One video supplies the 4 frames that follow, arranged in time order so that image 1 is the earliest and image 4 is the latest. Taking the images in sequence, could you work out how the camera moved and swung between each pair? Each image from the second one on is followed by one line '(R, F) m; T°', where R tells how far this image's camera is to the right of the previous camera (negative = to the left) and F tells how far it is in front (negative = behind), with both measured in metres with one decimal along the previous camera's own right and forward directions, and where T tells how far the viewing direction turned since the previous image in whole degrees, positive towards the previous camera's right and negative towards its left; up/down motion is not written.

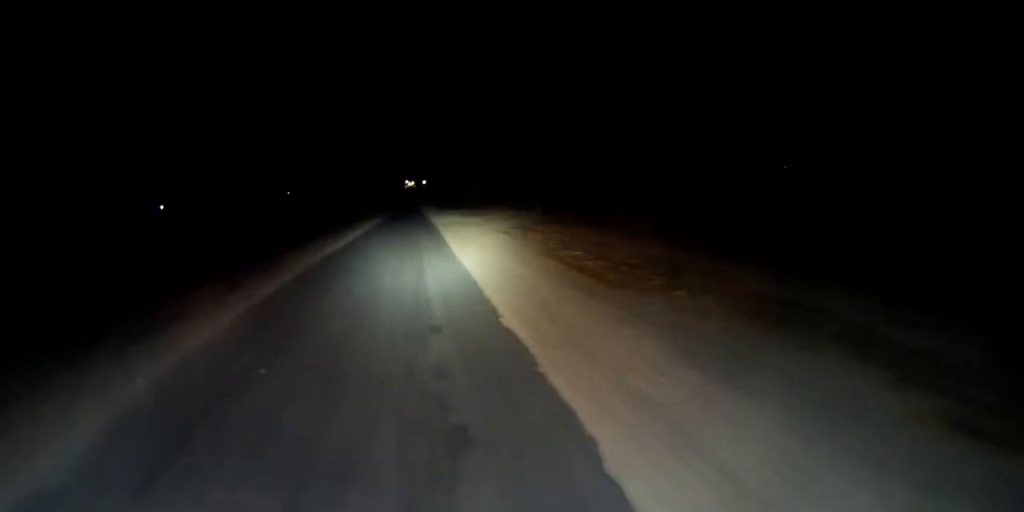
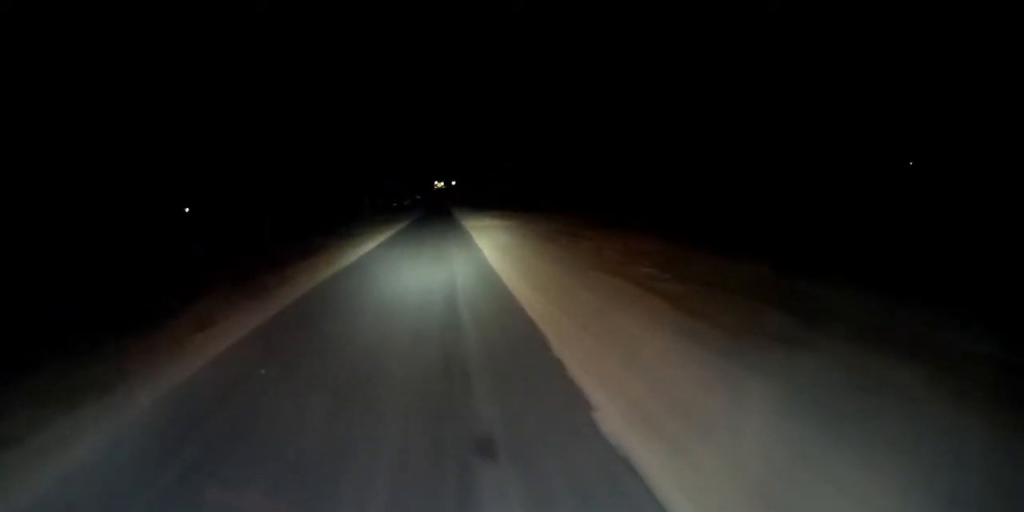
(-0.2, +7.6) m; -3°
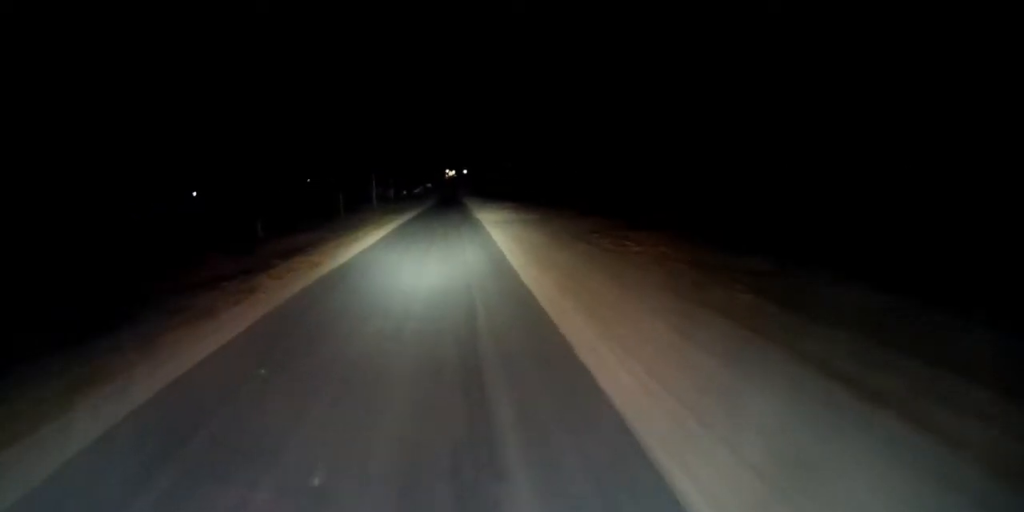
(-0.2, +8.5) m; -2°
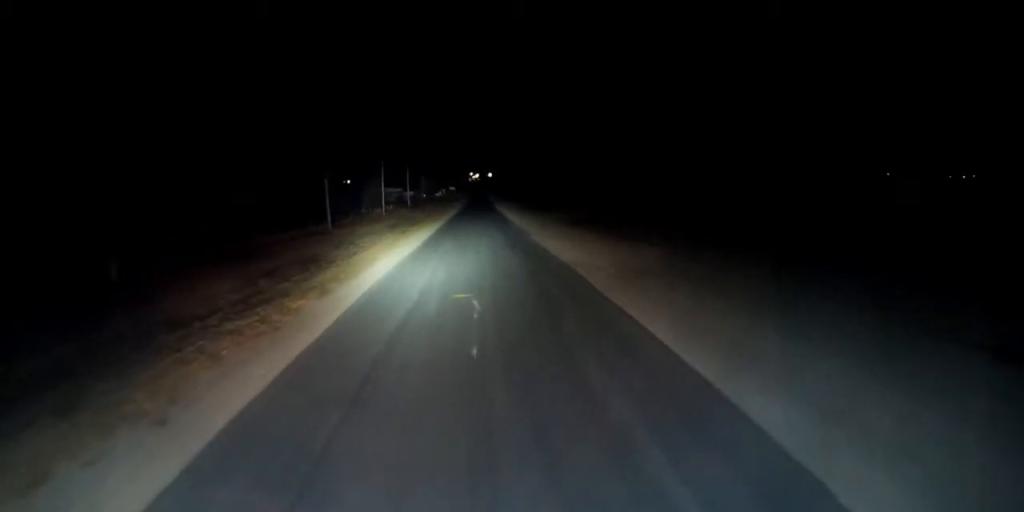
(-0.3, +35.5) m; -1°
